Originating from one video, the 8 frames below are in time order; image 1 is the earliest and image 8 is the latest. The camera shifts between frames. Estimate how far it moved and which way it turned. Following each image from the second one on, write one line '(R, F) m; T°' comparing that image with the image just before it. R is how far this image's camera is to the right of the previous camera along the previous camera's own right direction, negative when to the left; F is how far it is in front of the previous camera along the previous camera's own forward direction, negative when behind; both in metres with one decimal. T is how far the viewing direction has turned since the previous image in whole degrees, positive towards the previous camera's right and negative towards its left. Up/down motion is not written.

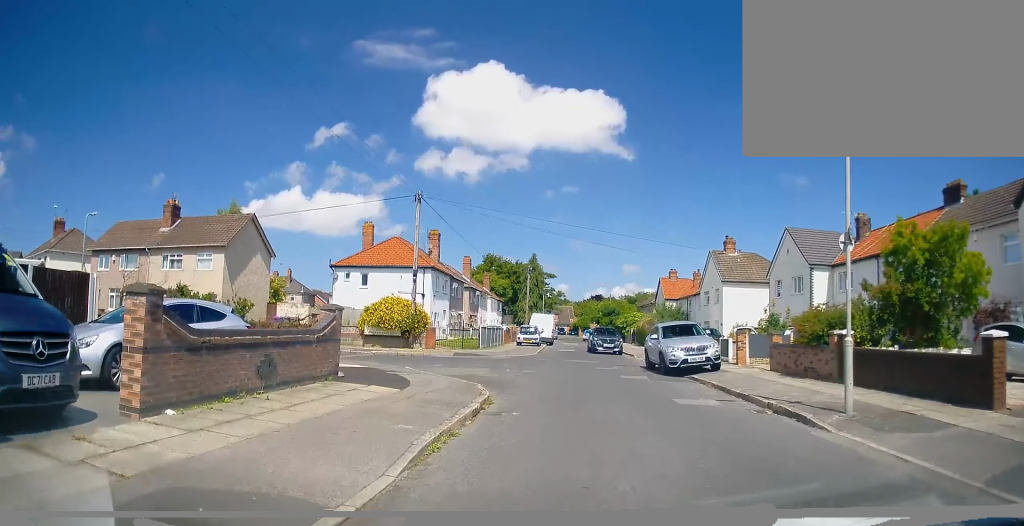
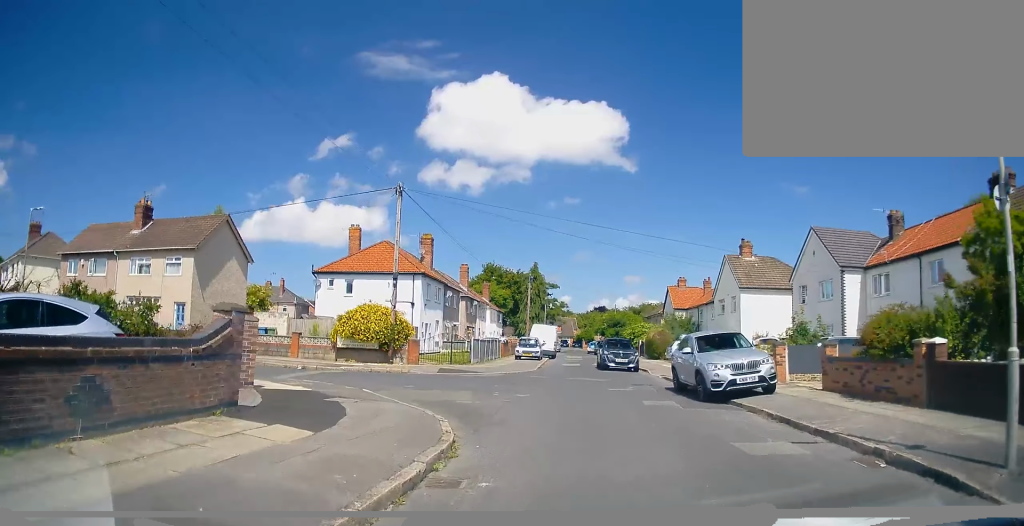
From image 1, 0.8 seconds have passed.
(-0.2, +3.9) m; -3°
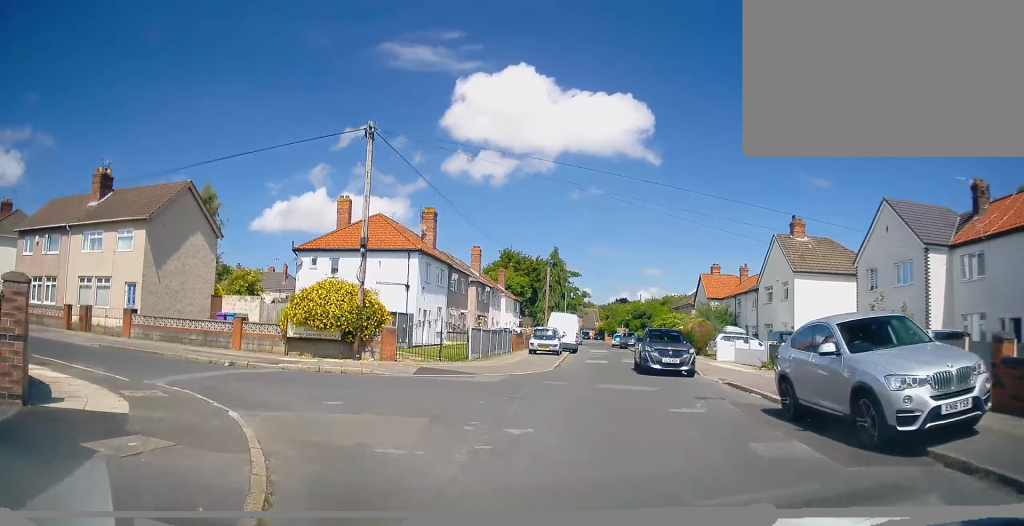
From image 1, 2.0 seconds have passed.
(-0.2, +6.3) m; +3°
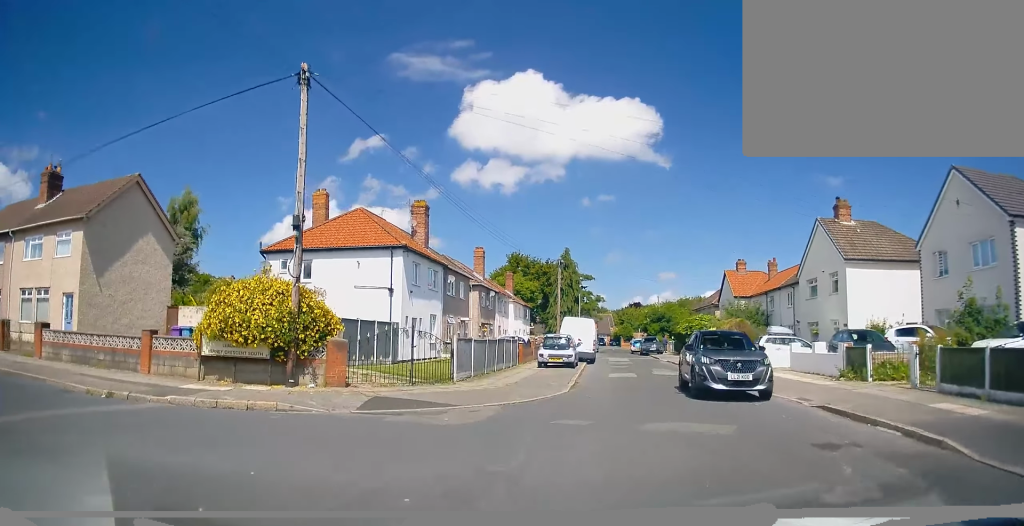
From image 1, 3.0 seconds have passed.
(+0.4, +5.4) m; +1°
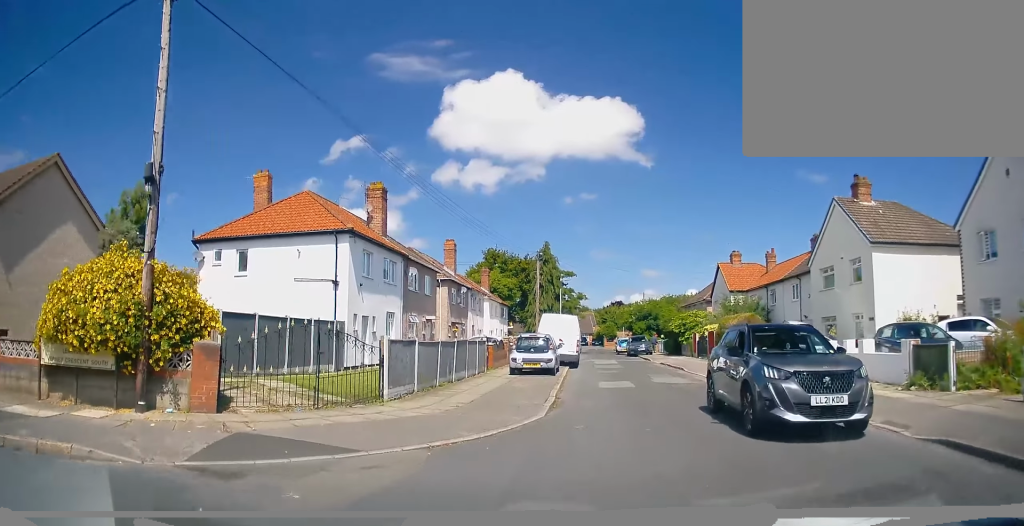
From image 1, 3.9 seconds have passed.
(-0.2, +4.7) m; -4°
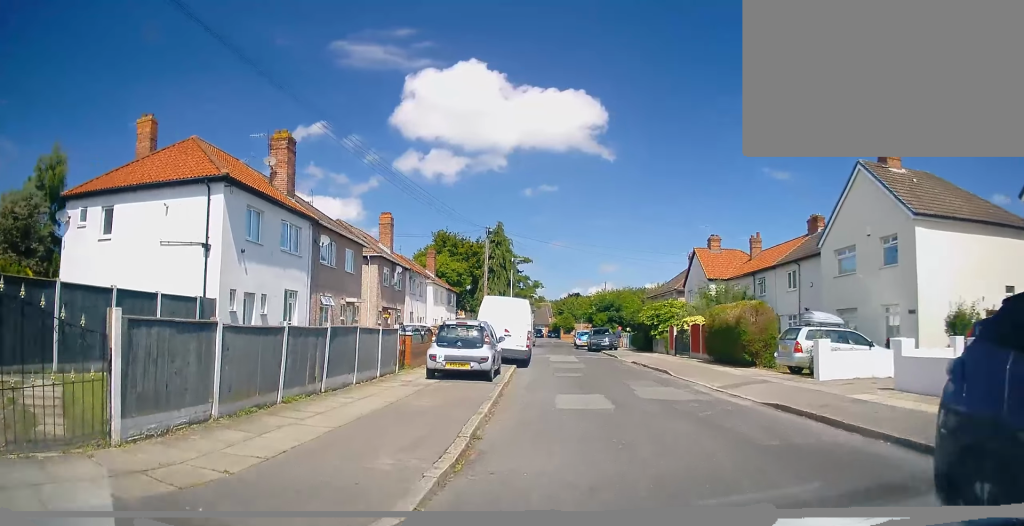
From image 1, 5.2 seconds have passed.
(-0.1, +6.5) m; +3°
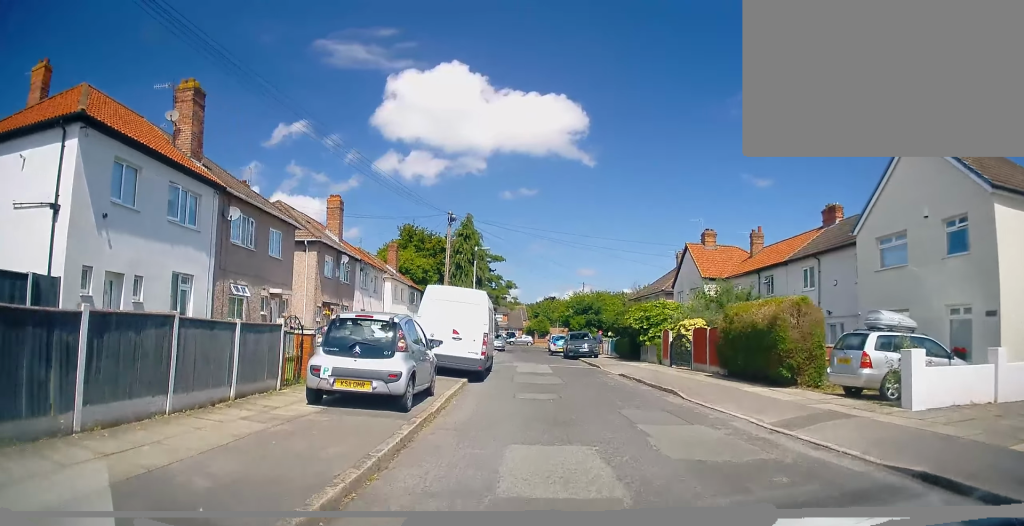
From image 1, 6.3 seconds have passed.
(+0.4, +5.6) m; +4°
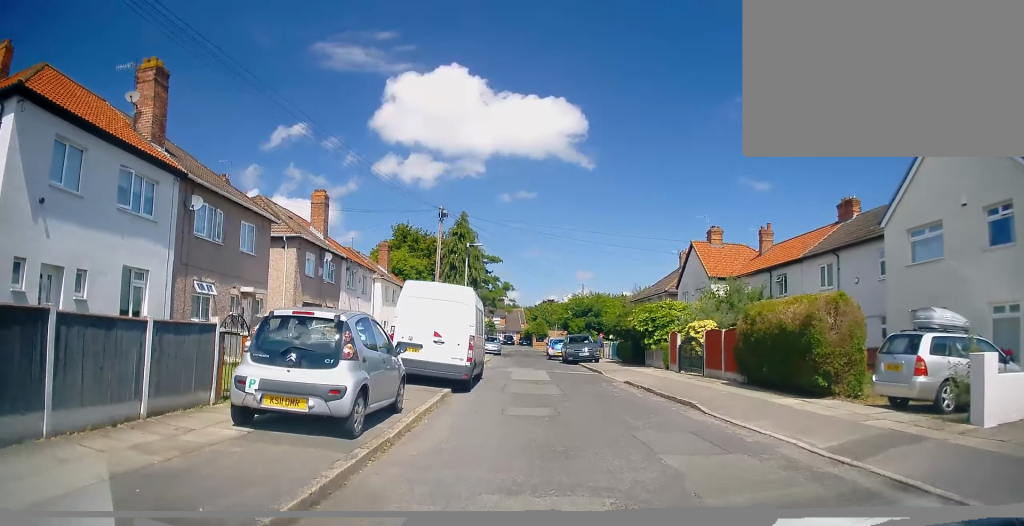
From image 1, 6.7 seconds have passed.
(0.0, +2.2) m; 0°
